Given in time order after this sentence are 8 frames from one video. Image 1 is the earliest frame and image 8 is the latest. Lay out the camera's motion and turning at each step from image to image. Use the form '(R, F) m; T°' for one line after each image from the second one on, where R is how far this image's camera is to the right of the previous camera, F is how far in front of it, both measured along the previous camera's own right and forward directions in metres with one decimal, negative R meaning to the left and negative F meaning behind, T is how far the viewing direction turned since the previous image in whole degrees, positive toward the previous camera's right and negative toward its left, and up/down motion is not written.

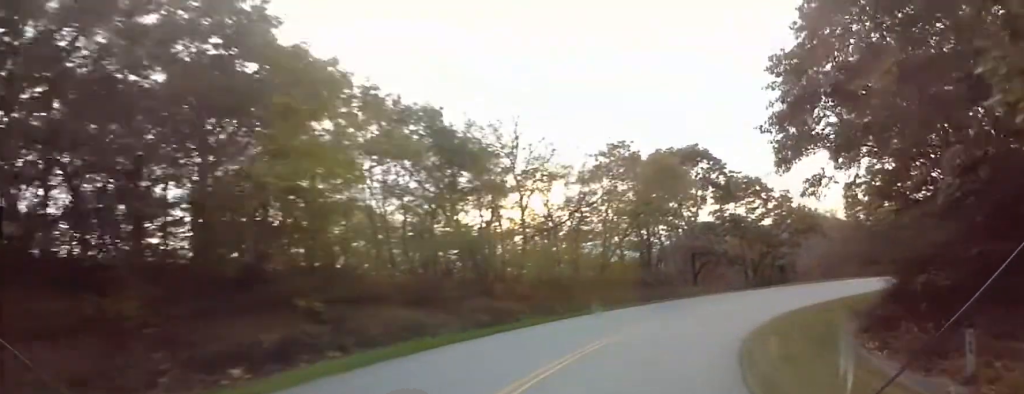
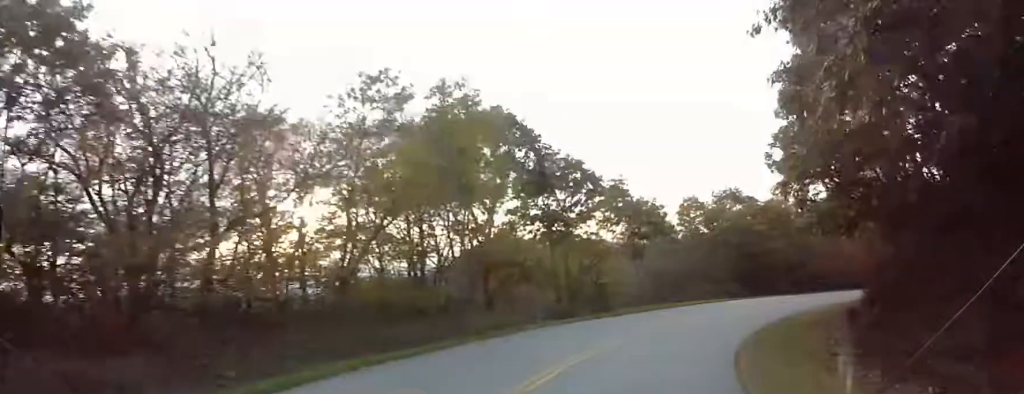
(+3.8, +16.7) m; +25°
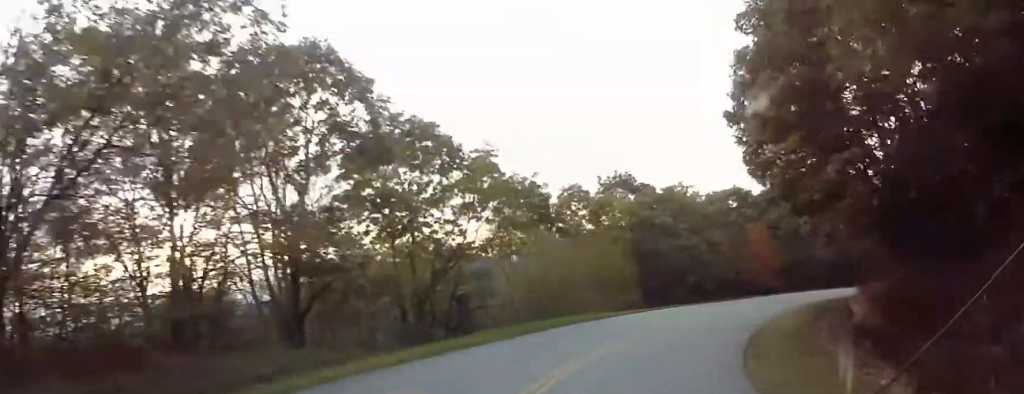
(+0.9, +12.0) m; +4°
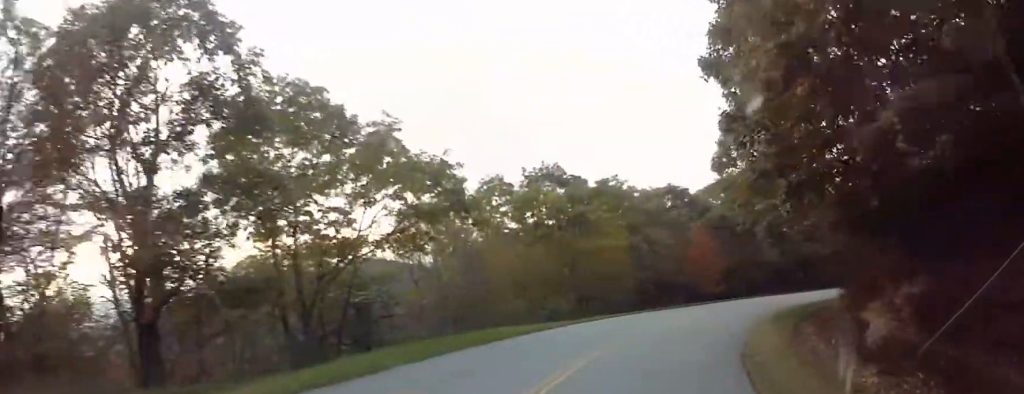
(+0.1, +6.3) m; +4°
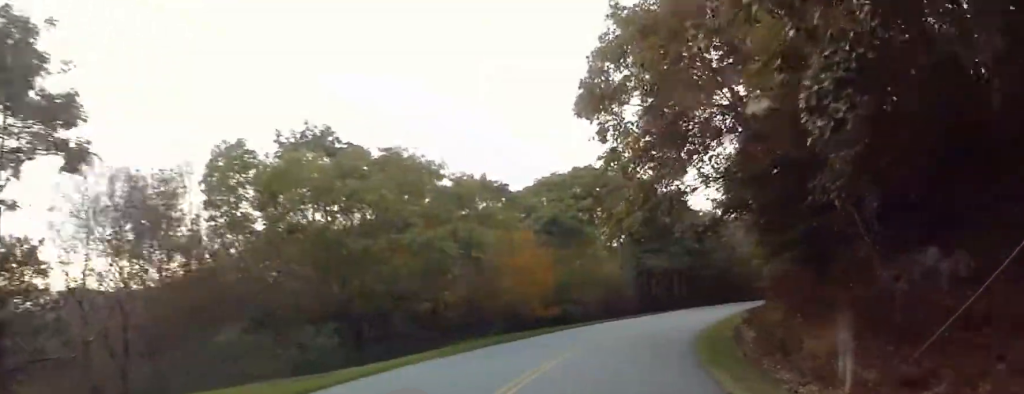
(+1.3, +14.7) m; +12°
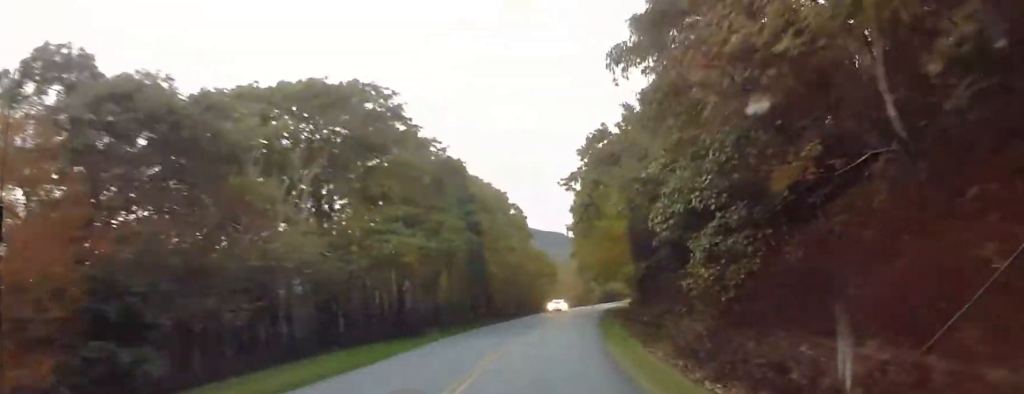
(+5.4, +30.5) m; +16°
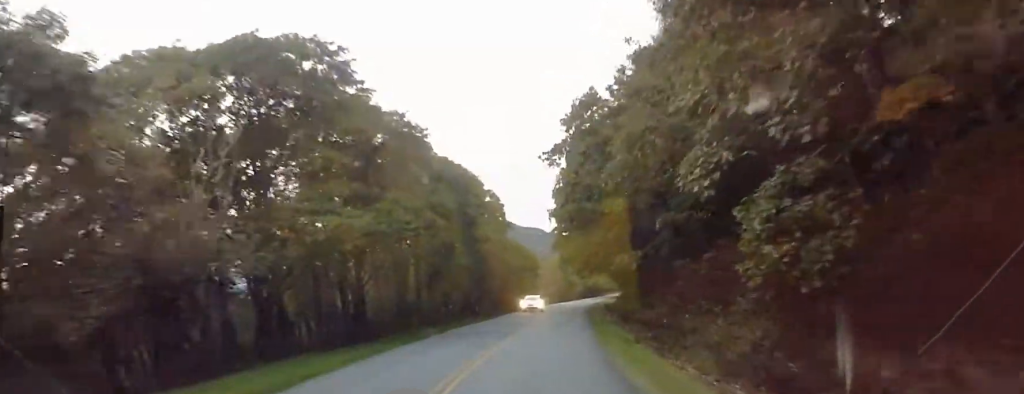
(+0.2, +6.6) m; +2°
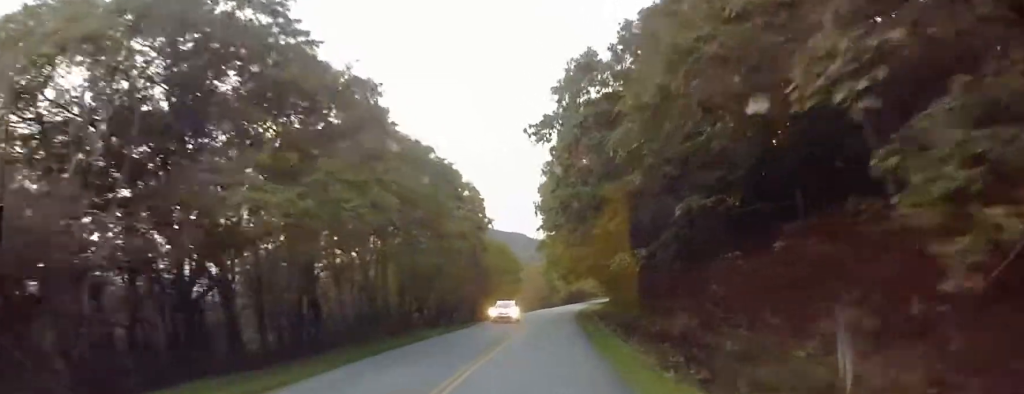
(0.0, +7.3) m; 0°
